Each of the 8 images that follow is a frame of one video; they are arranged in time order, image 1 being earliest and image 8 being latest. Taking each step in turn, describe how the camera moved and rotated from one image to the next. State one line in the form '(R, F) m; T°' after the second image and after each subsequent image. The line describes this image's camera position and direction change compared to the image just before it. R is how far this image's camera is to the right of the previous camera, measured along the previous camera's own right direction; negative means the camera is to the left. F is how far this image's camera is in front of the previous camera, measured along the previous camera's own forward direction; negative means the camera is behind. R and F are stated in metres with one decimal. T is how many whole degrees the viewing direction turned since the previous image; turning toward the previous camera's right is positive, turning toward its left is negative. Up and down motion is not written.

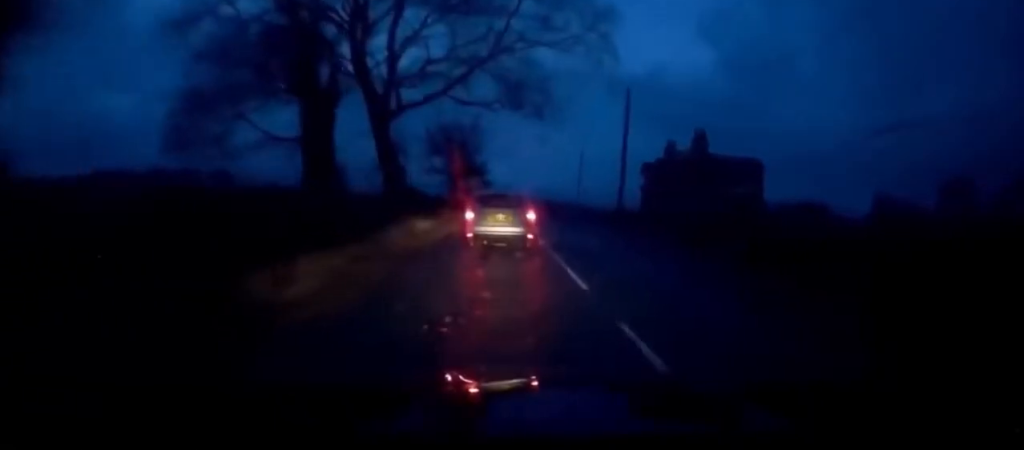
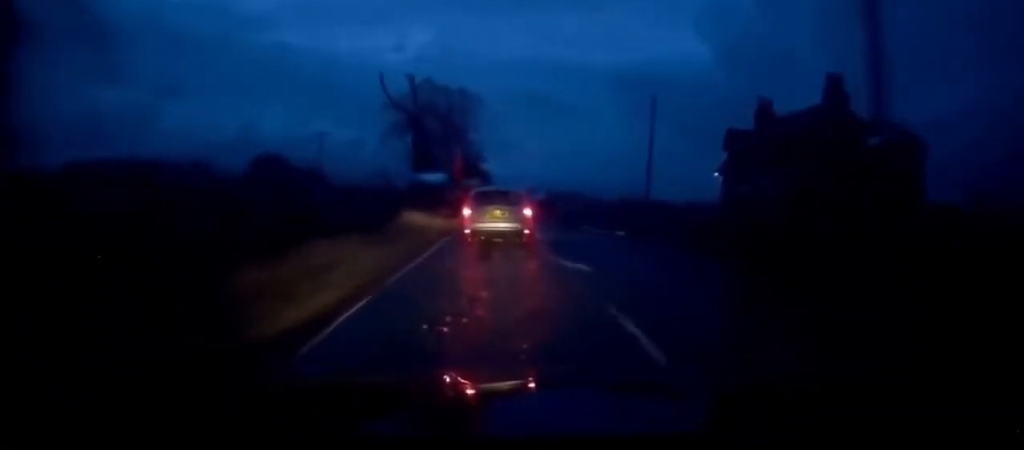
(0.0, +26.4) m; 0°
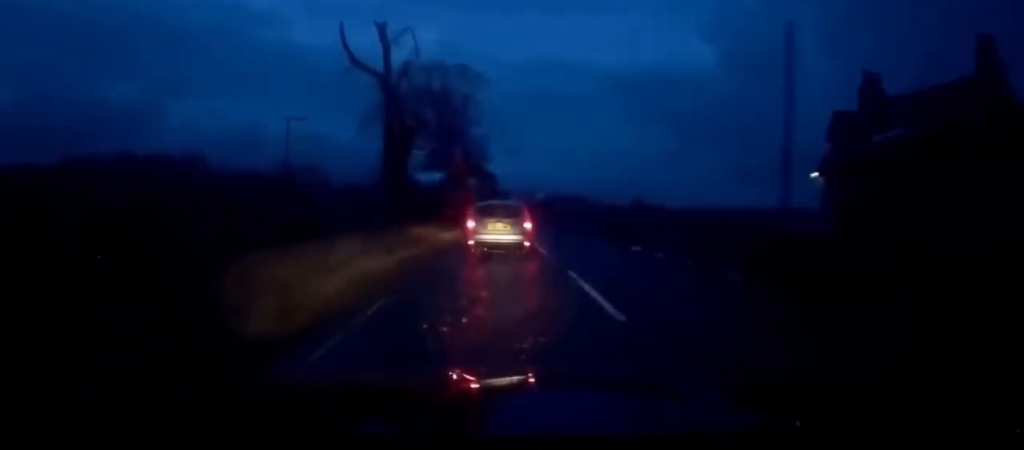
(+0.1, +13.6) m; +2°
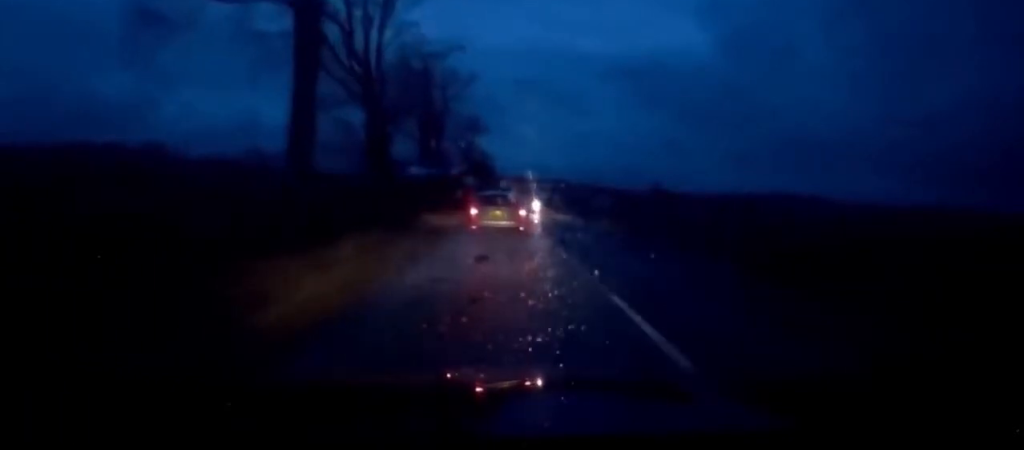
(+2.0, +38.8) m; +3°
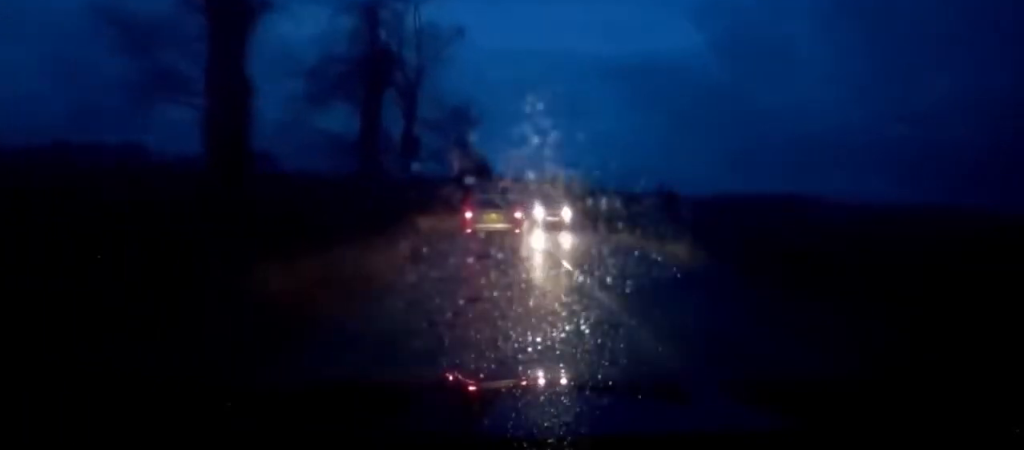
(-0.4, +14.5) m; -1°
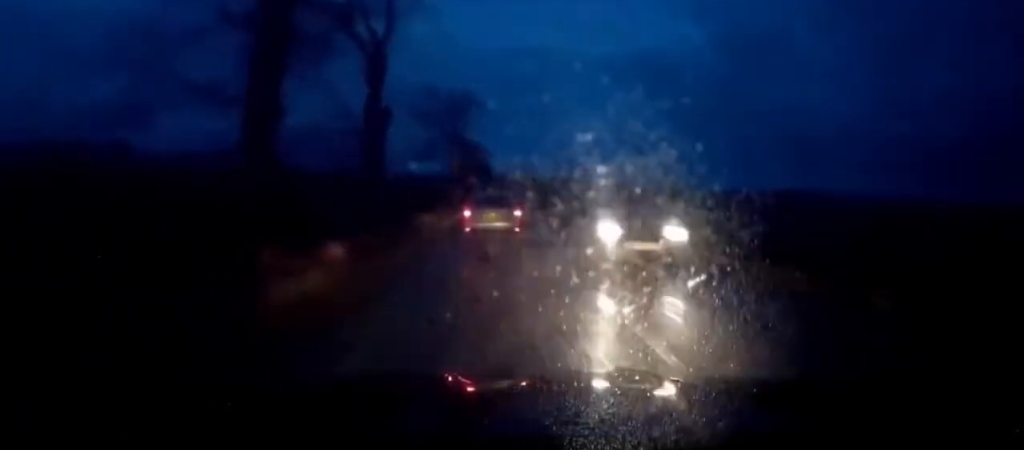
(+0.2, +9.8) m; 0°
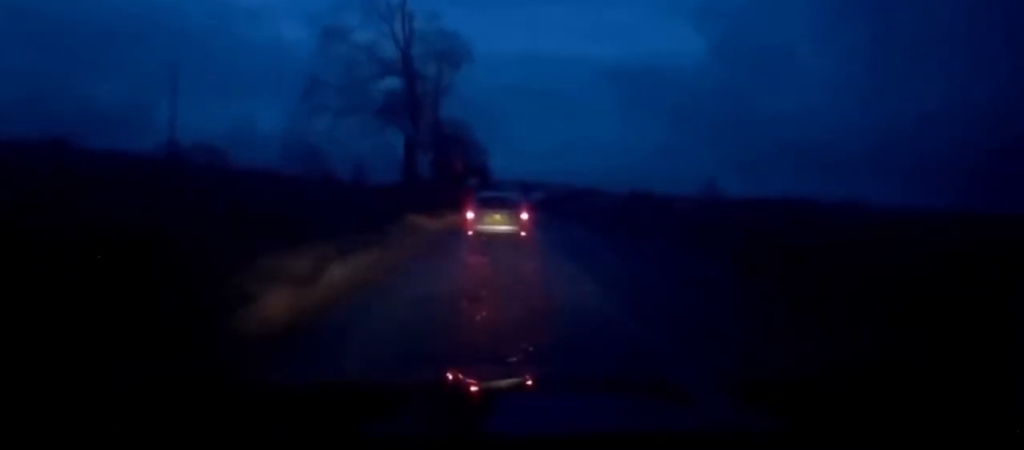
(+0.1, +37.9) m; 0°
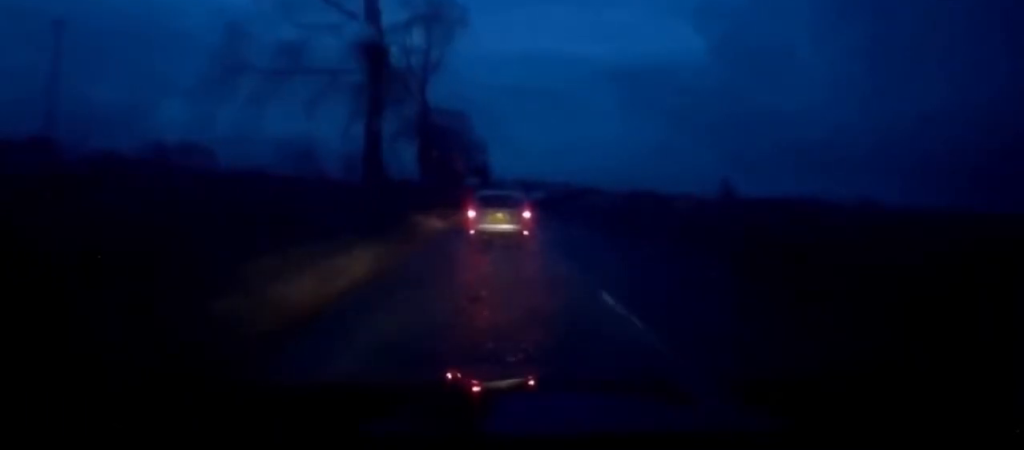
(0.0, +10.2) m; -1°
